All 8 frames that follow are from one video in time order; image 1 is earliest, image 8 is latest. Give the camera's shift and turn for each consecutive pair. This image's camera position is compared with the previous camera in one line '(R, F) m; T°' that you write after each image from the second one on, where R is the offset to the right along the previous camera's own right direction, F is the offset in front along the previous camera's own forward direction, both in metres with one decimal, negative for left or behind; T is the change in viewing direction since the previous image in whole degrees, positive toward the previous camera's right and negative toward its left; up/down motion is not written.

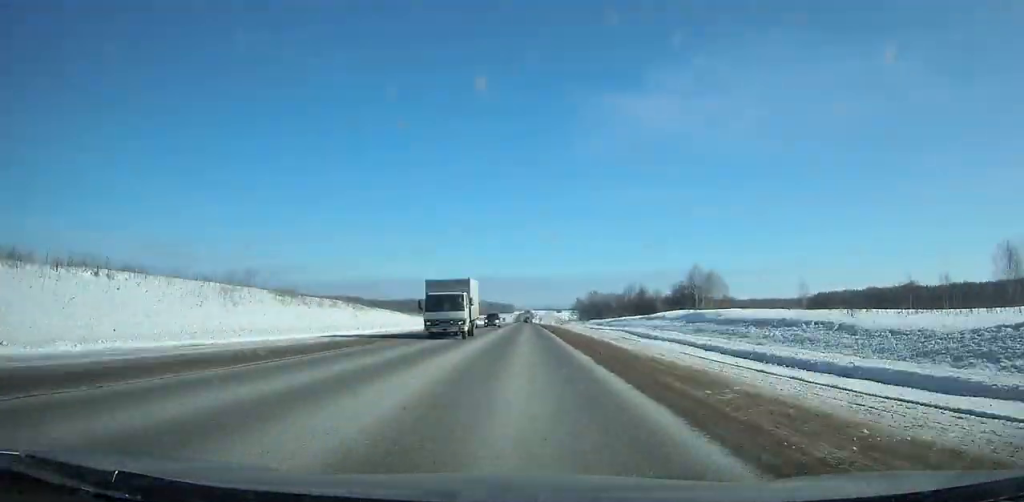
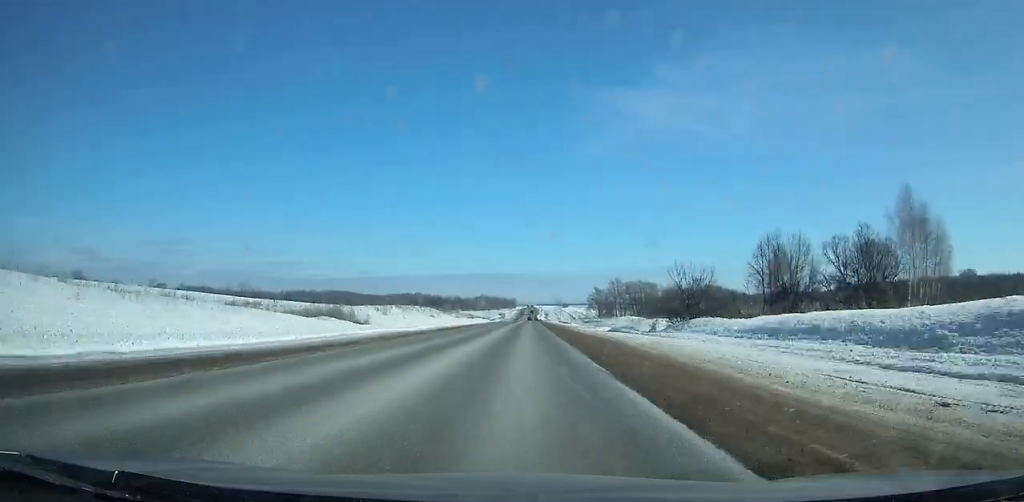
(+0.1, +73.1) m; 0°
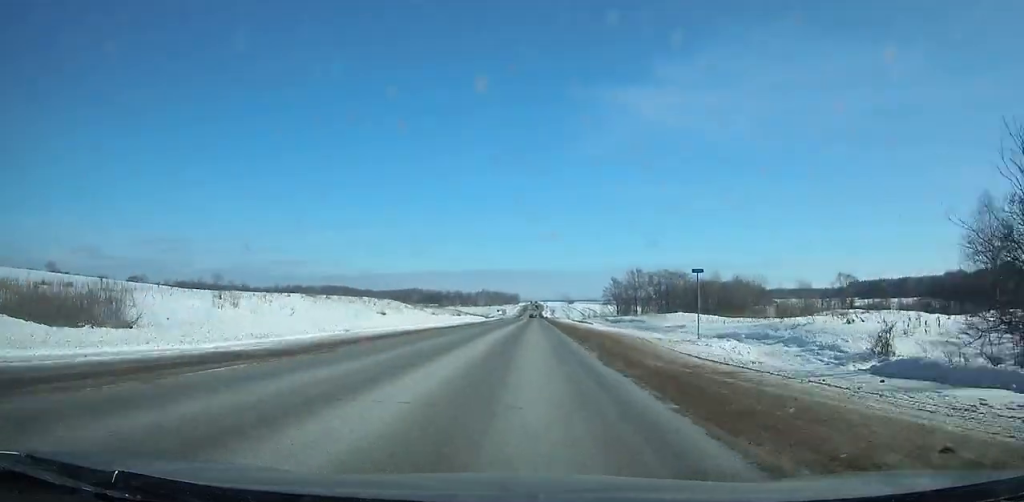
(-0.1, +41.1) m; 0°
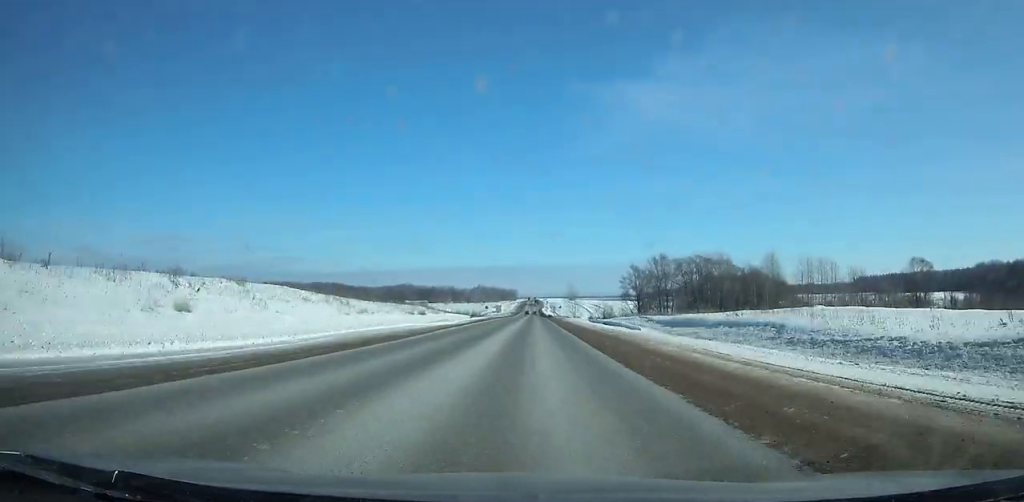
(-0.2, +43.3) m; 0°
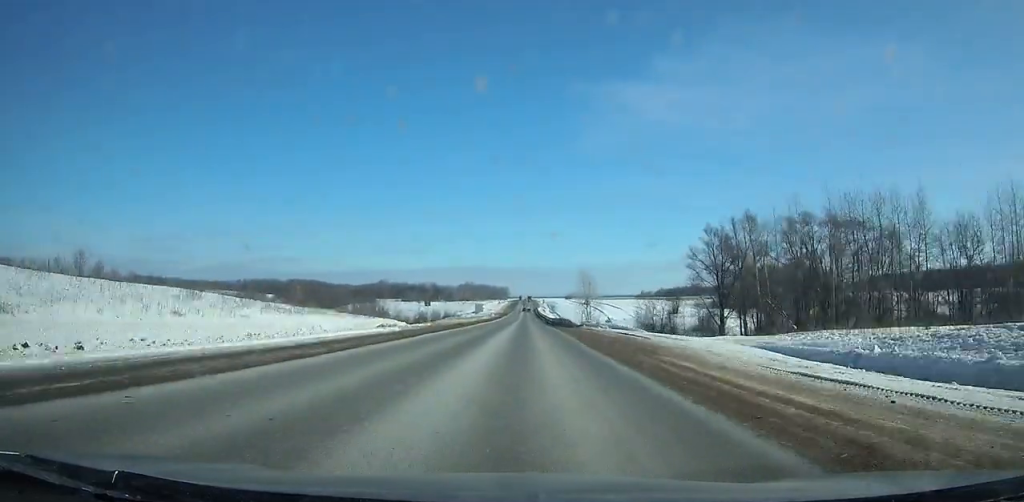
(+0.3, +75.6) m; 0°
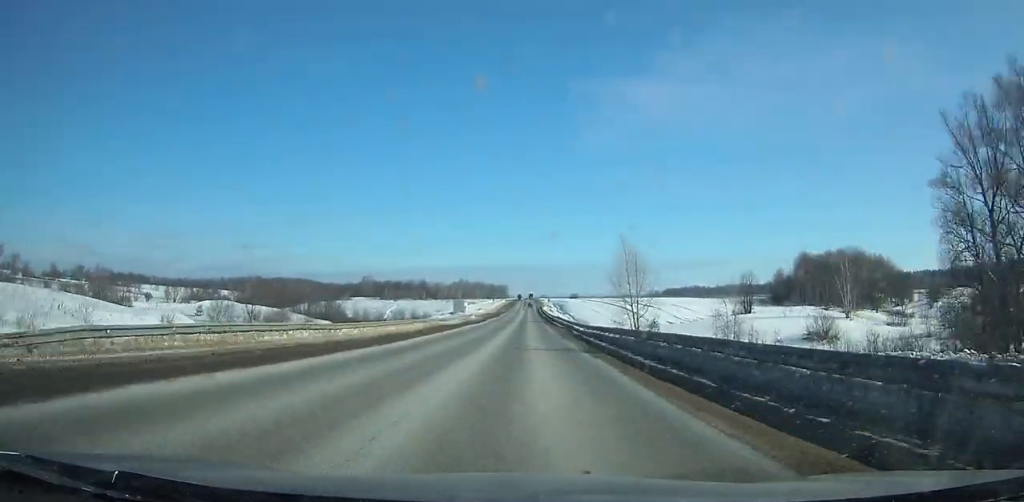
(+0.2, +62.8) m; 0°
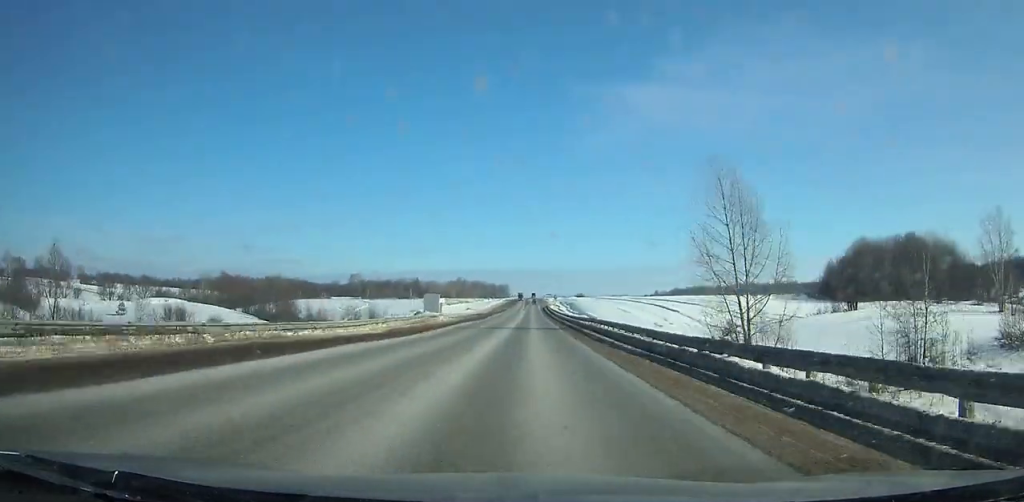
(+0.1, +42.8) m; 0°
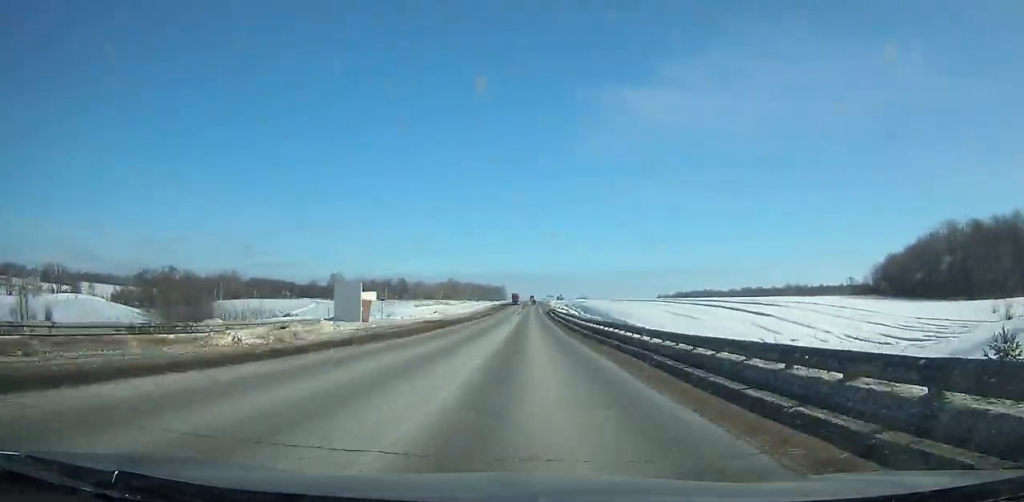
(0.0, +45.5) m; 0°
